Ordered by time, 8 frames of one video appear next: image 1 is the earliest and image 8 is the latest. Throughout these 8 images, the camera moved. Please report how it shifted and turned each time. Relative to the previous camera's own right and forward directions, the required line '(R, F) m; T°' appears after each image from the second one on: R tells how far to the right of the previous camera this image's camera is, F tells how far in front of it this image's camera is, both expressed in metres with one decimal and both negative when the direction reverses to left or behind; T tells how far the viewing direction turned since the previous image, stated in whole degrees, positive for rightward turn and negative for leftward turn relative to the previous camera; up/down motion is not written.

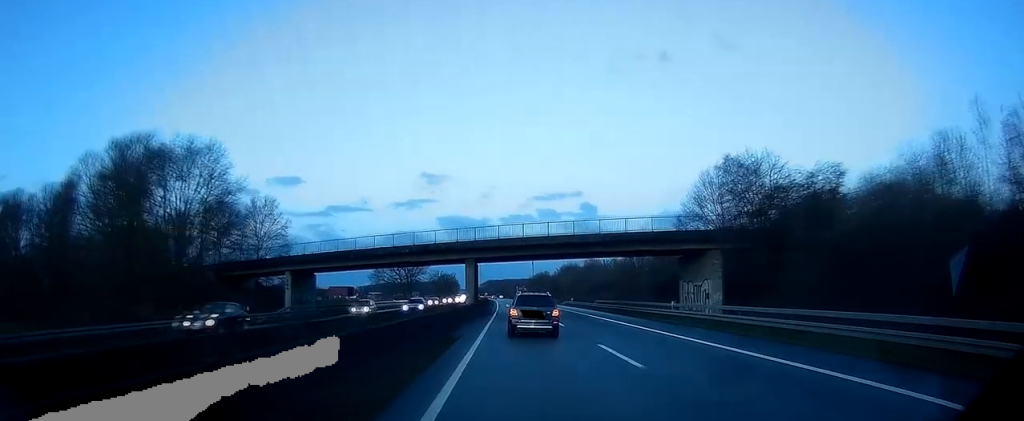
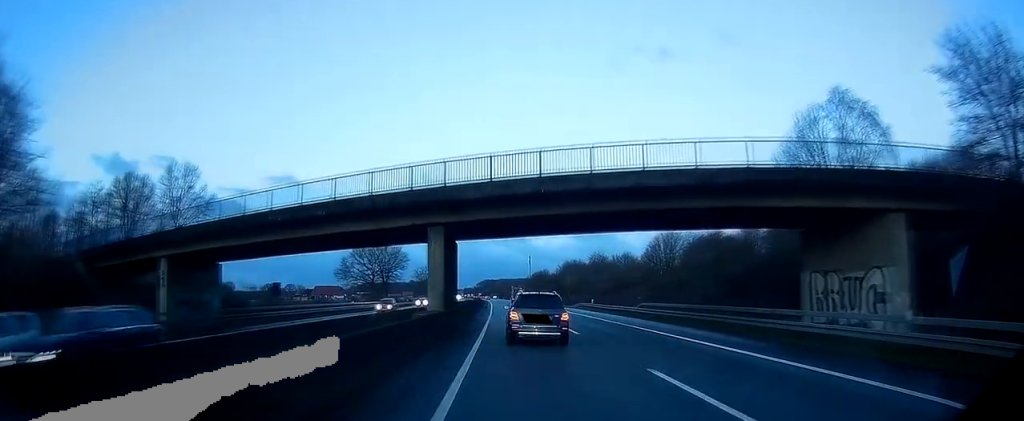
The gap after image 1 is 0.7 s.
(-0.1, +24.0) m; 0°
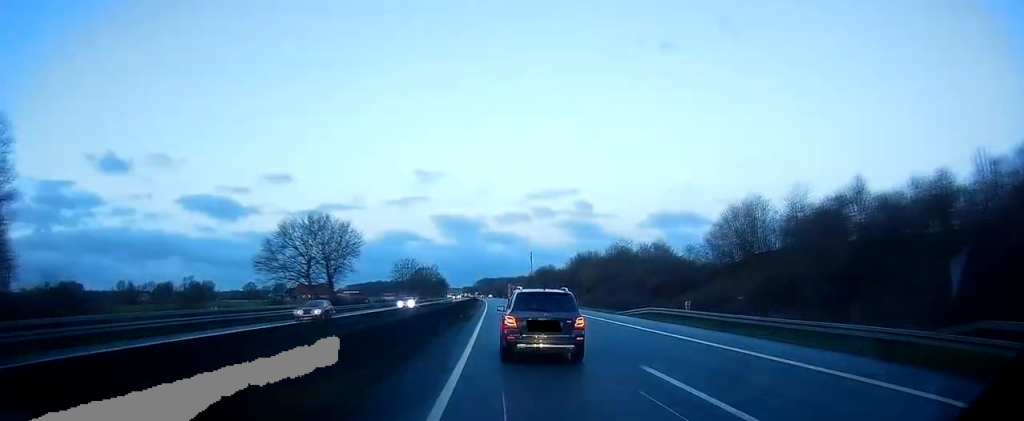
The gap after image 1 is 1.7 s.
(+0.1, +35.6) m; 0°
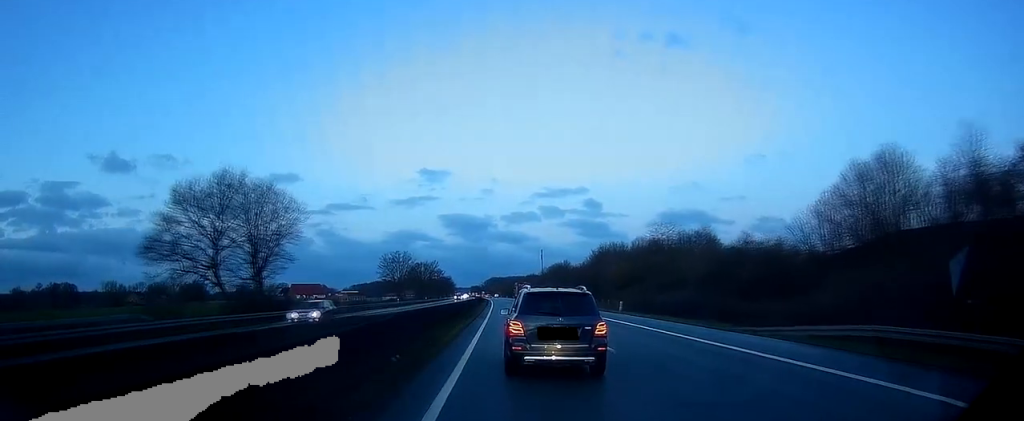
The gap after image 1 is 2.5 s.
(-0.1, +26.8) m; 0°
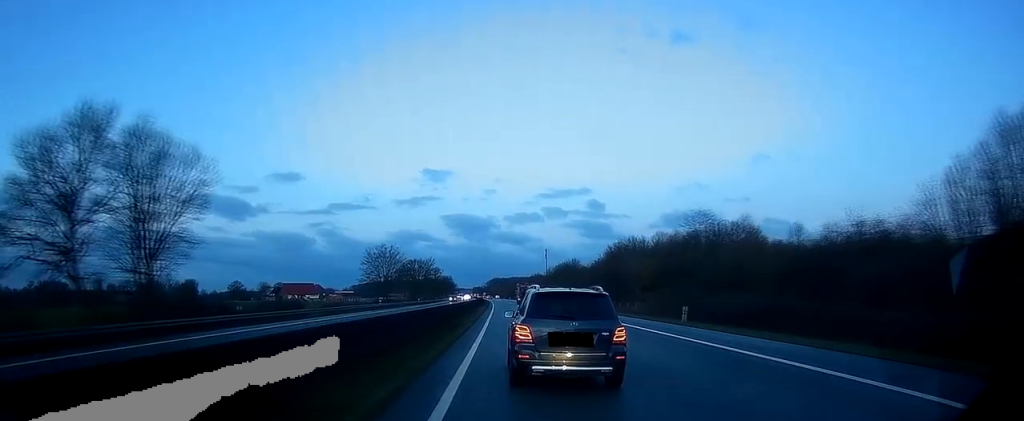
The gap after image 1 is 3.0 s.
(+0.2, +18.7) m; 0°
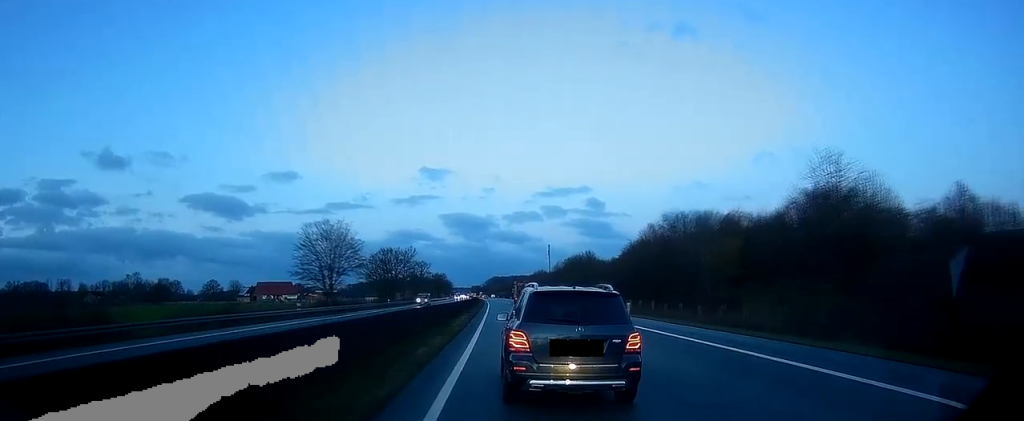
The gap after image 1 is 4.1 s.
(-0.3, +36.7) m; -1°
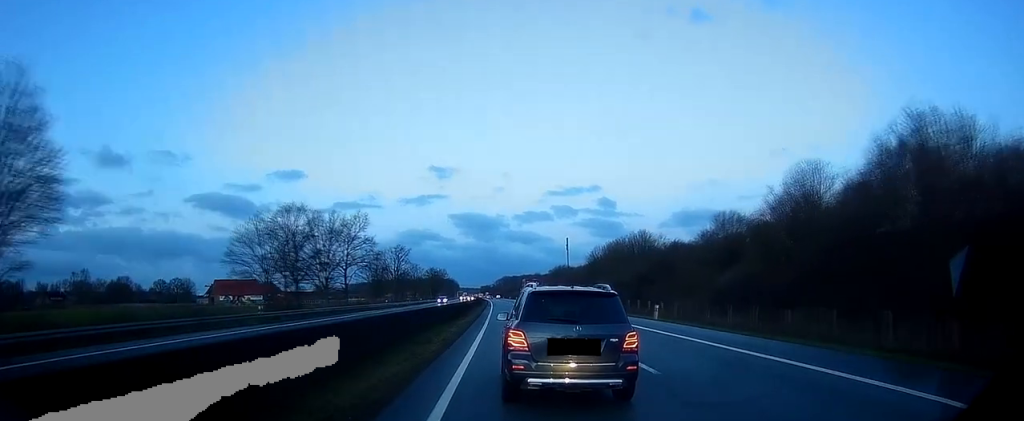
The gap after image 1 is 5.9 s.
(-0.5, +58.5) m; -1°
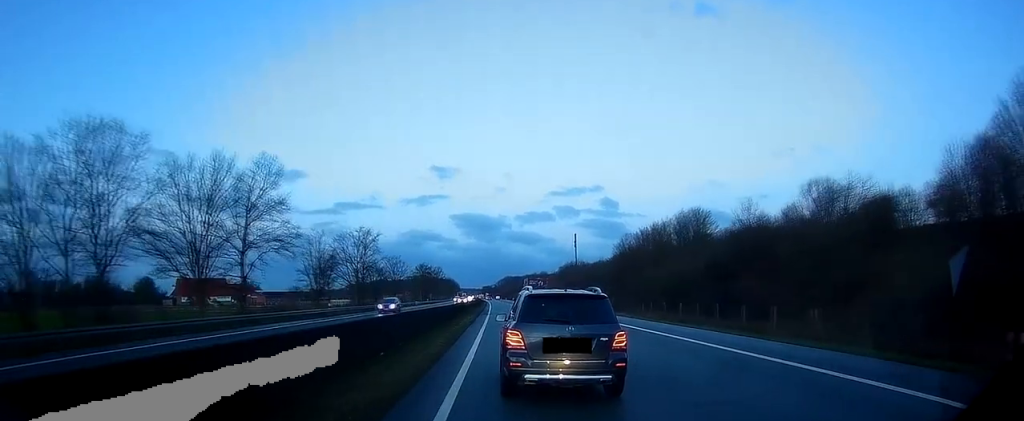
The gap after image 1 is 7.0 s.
(-0.3, +32.7) m; -1°
